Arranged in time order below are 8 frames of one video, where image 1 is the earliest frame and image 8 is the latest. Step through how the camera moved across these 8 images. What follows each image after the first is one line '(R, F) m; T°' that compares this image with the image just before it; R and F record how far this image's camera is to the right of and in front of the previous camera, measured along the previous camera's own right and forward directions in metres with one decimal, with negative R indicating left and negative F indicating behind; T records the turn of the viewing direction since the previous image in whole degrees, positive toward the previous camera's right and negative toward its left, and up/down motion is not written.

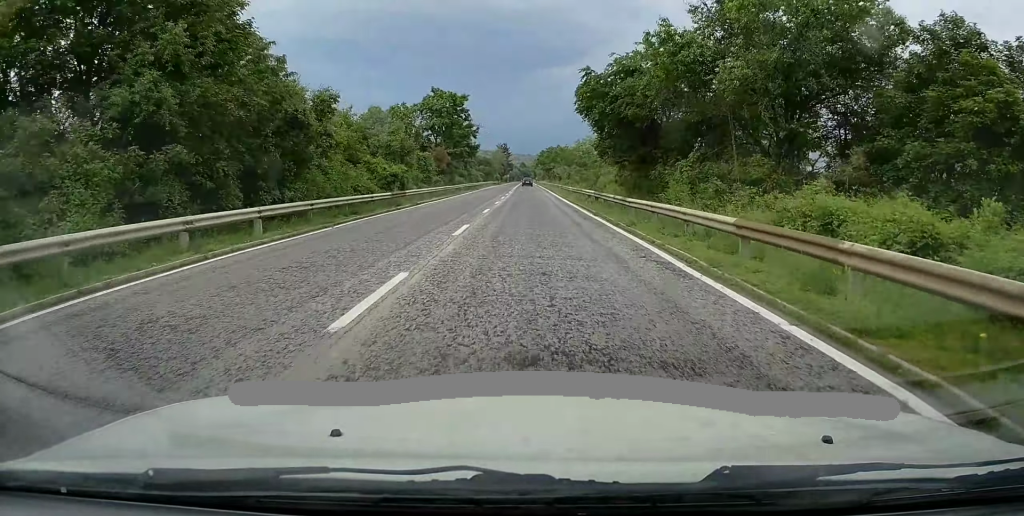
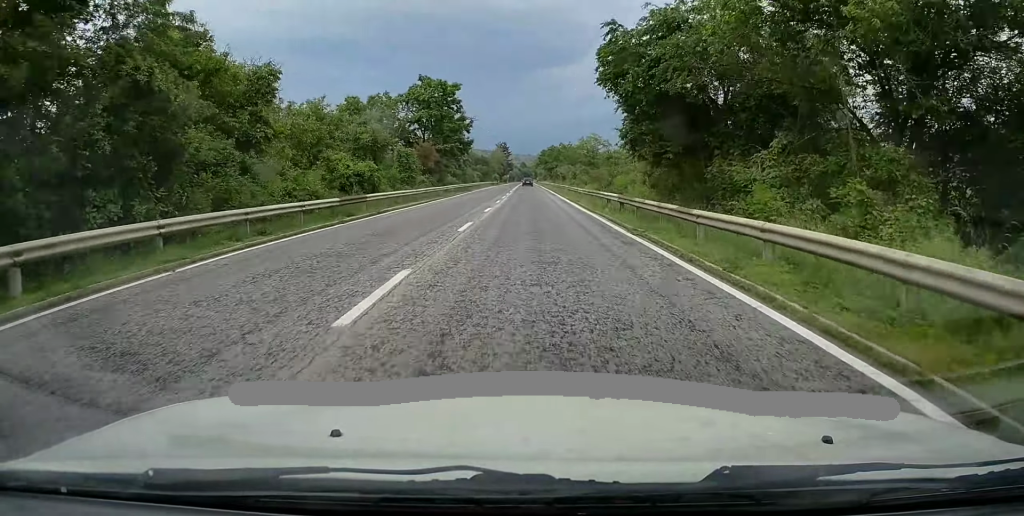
(0.0, +8.6) m; 0°
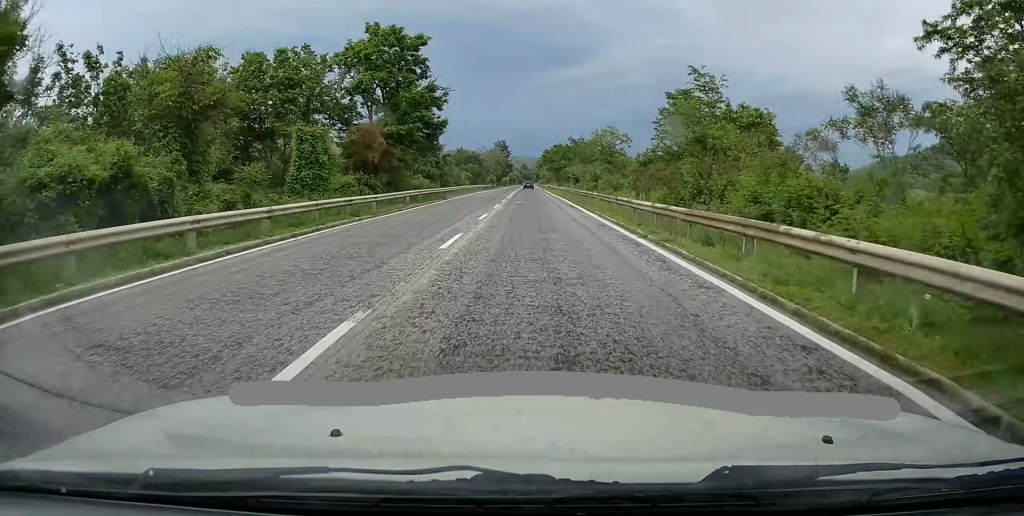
(0.0, +21.6) m; +1°
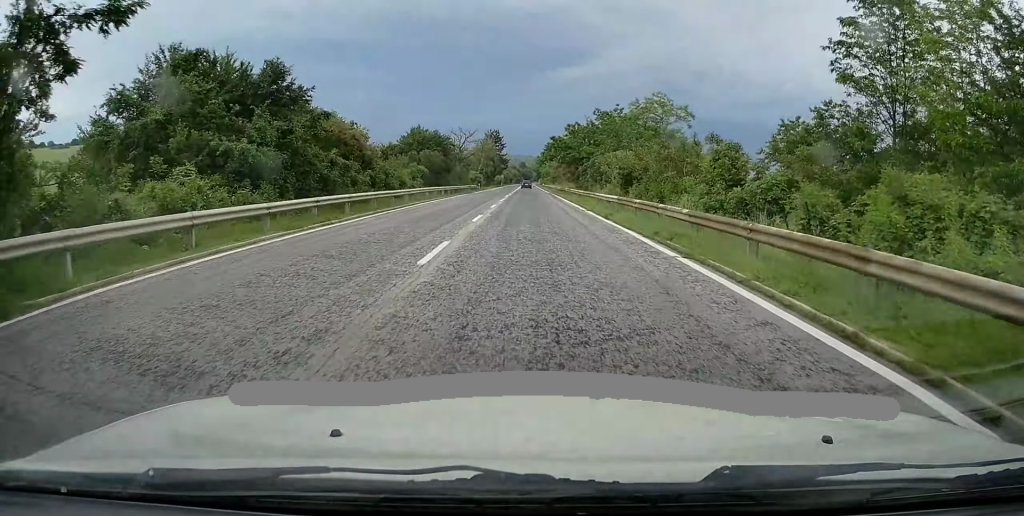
(+0.2, +38.0) m; -1°
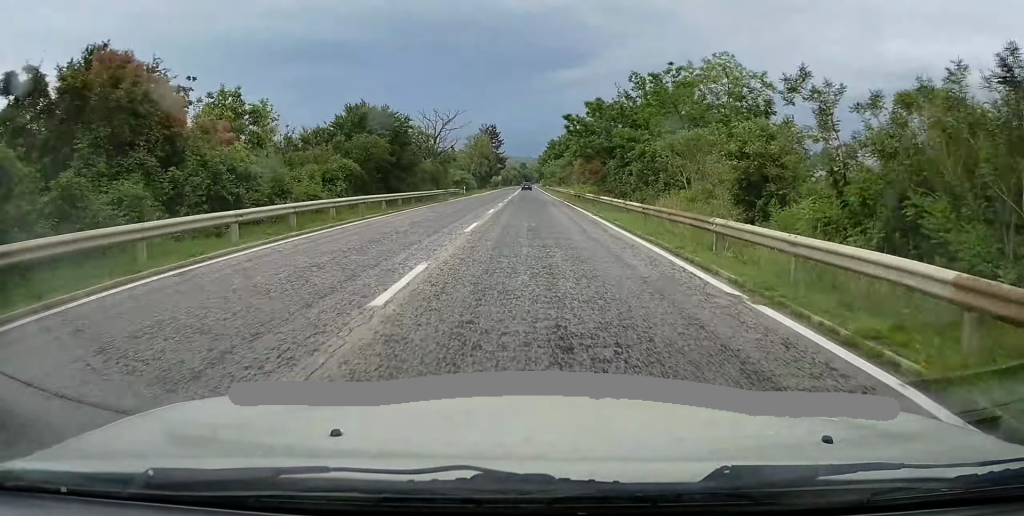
(-0.3, +20.7) m; -1°
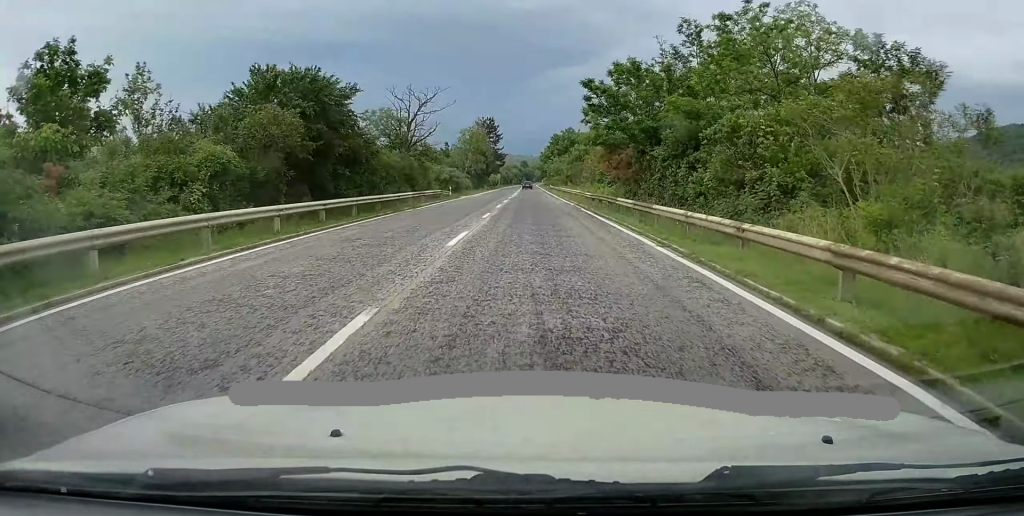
(+0.2, +12.6) m; 0°
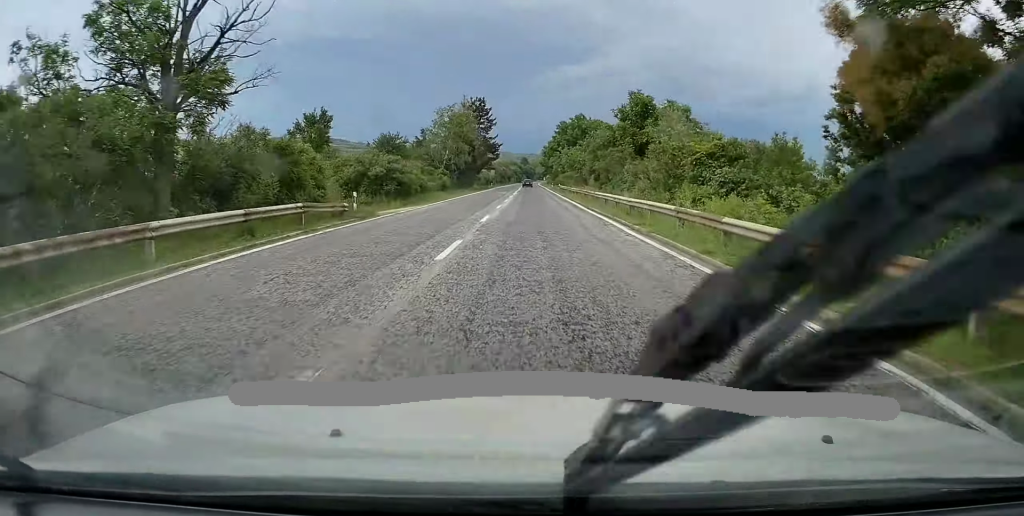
(-0.3, +28.9) m; -1°
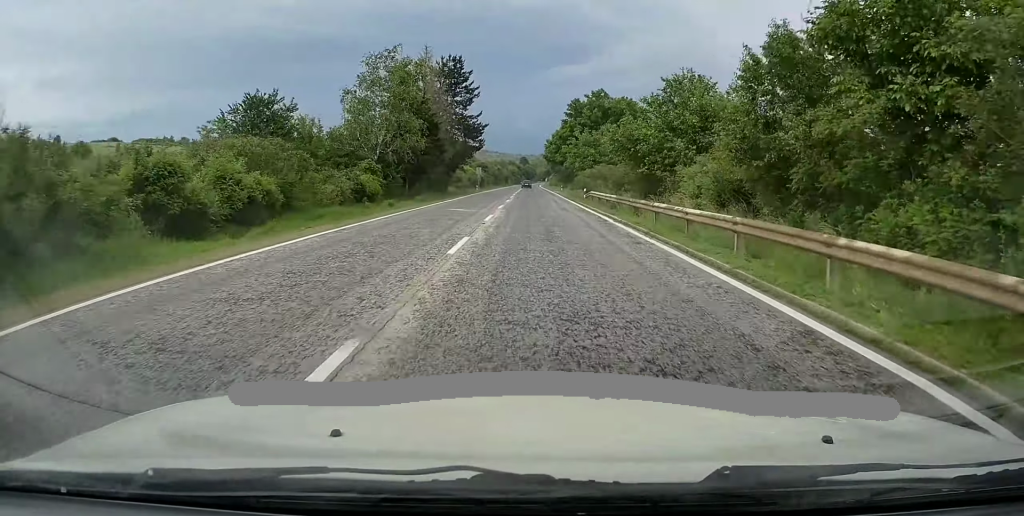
(+0.1, +35.0) m; +1°
